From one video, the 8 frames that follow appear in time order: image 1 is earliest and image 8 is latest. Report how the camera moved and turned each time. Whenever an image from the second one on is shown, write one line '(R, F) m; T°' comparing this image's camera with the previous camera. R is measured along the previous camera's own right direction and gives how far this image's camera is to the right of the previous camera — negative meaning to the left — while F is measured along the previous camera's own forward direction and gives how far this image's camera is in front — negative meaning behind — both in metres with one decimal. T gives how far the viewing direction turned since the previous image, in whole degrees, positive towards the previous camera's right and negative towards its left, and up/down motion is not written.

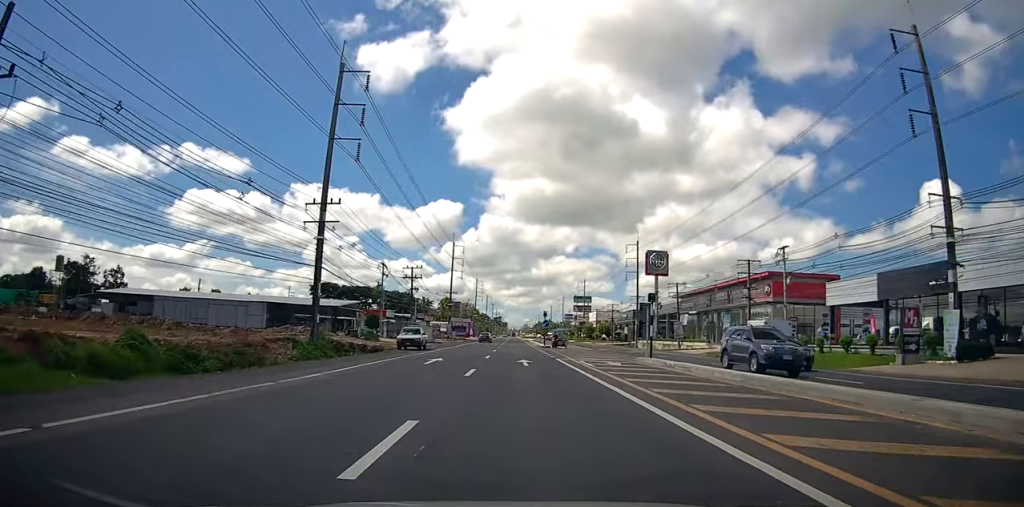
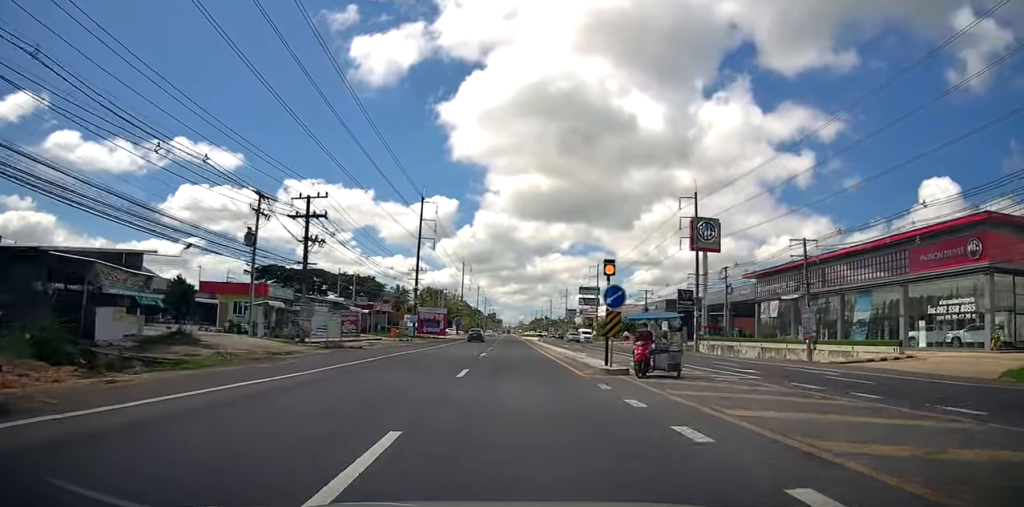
(-0.1, +35.7) m; 0°
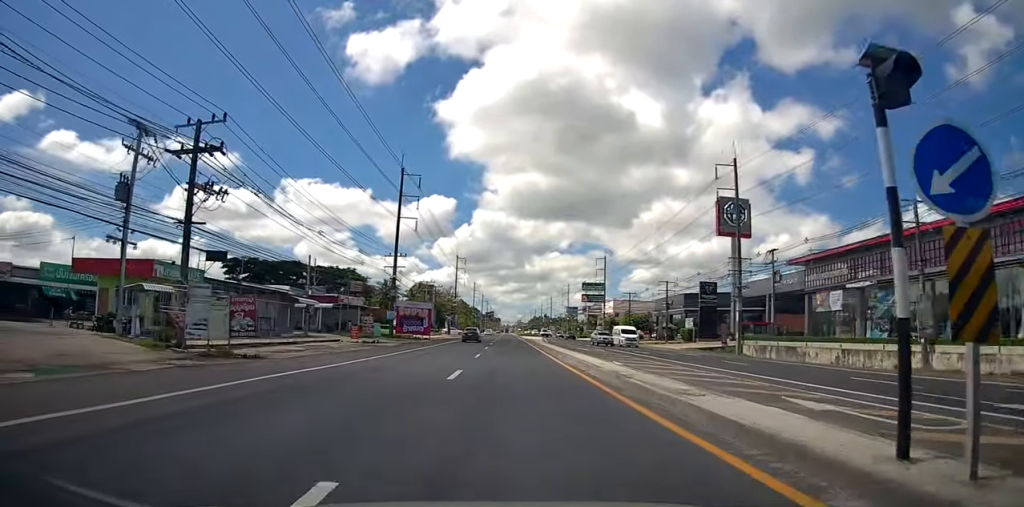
(-0.1, +13.4) m; +1°
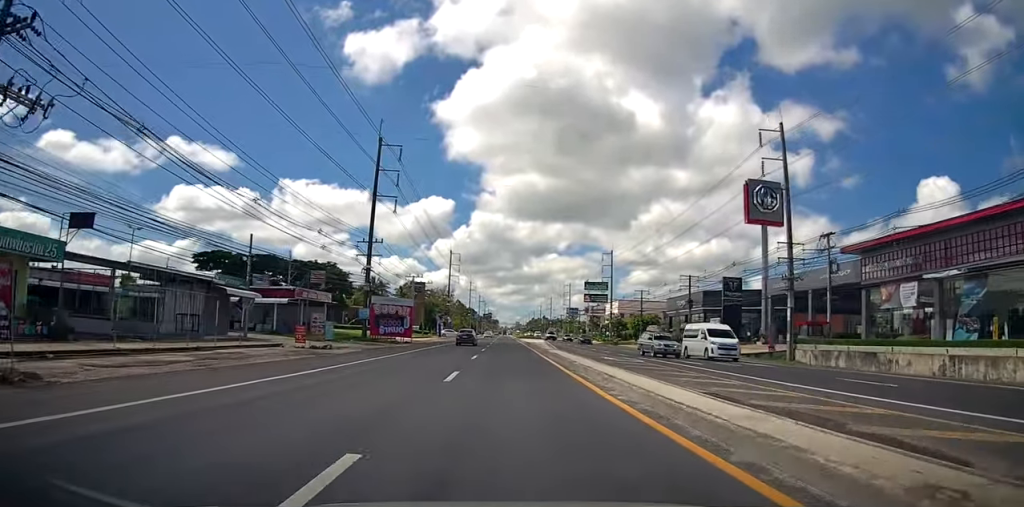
(+0.1, +10.7) m; 0°
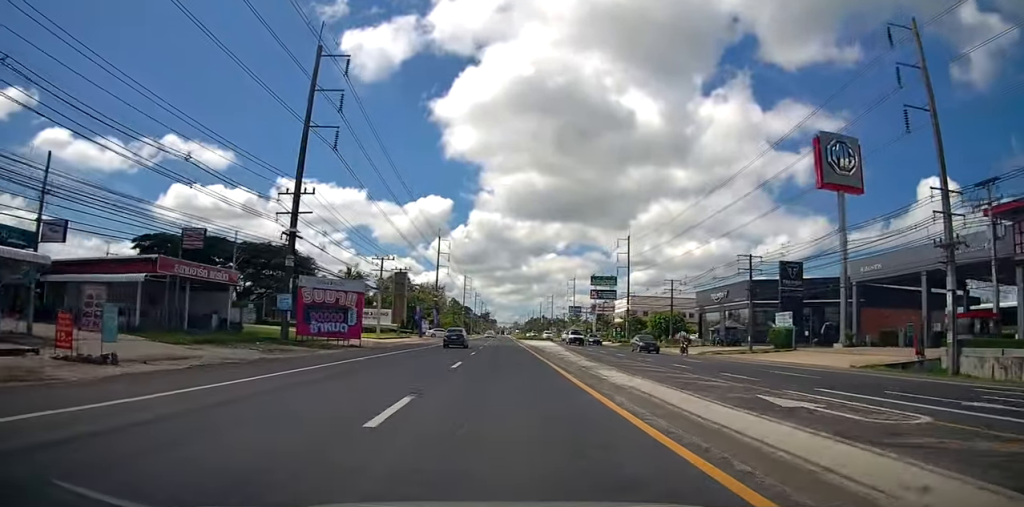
(0.0, +17.6) m; 0°
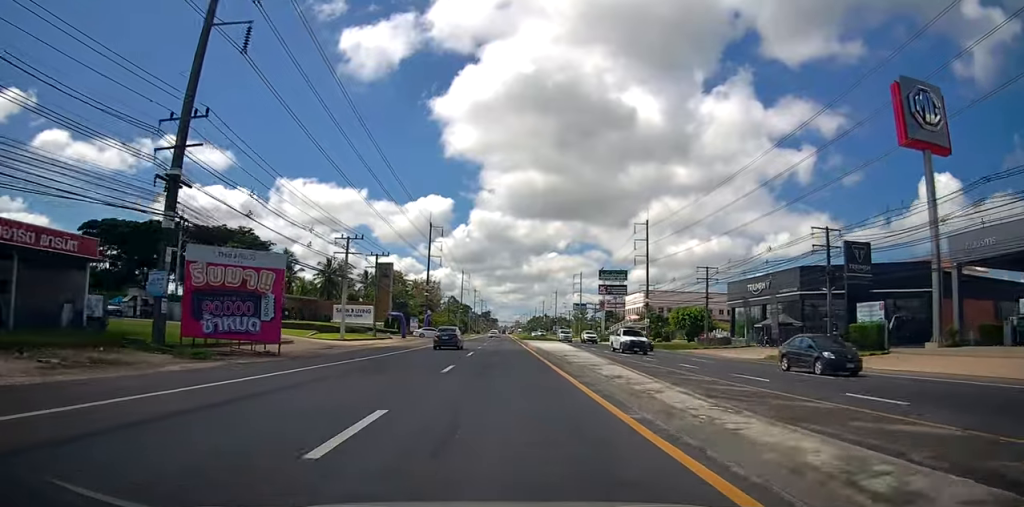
(-0.2, +12.4) m; 0°
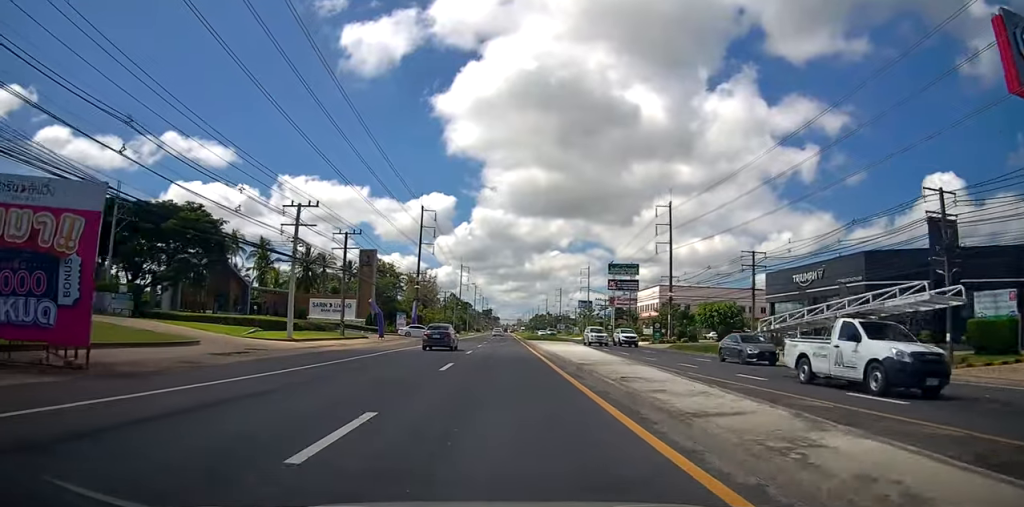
(+0.1, +11.1) m; +1°
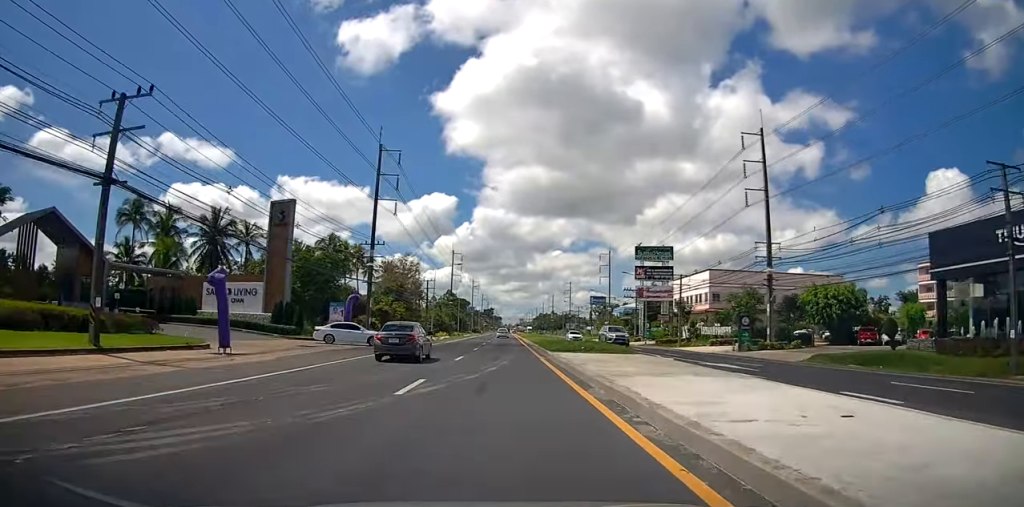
(+0.3, +32.5) m; 0°
